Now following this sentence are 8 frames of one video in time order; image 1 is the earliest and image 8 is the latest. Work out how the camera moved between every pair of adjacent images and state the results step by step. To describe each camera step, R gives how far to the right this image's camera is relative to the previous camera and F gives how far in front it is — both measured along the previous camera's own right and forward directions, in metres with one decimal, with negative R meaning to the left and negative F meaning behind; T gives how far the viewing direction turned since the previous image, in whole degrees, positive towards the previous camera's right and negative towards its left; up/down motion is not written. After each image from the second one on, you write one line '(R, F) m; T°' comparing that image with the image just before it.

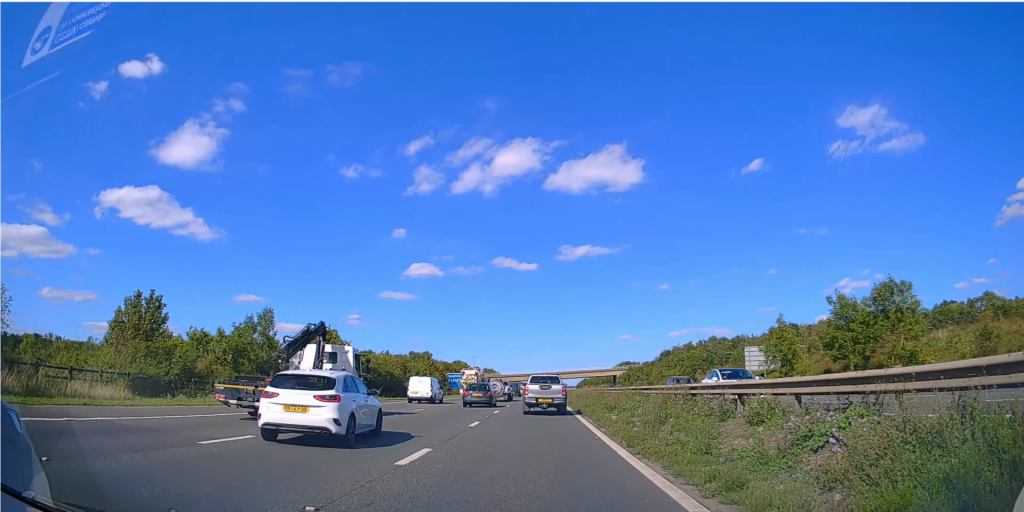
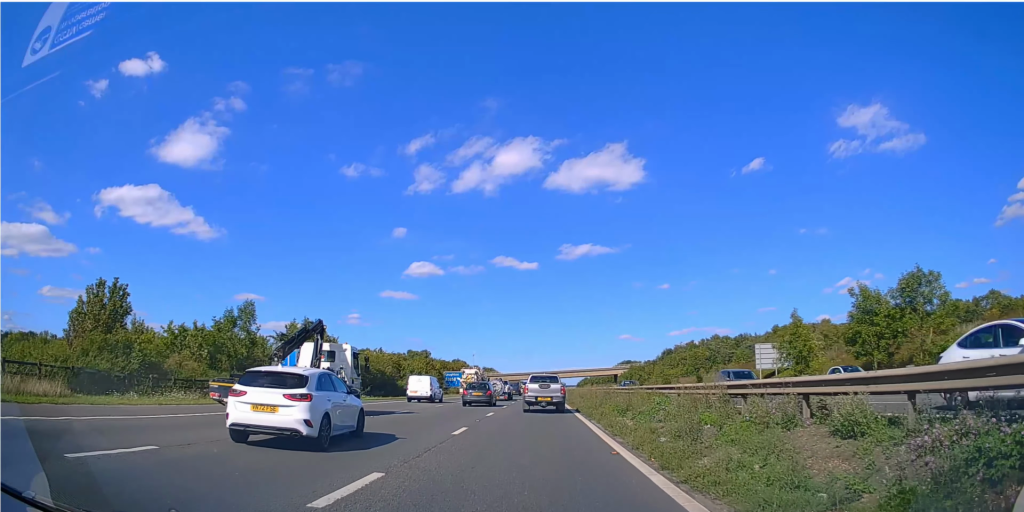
(0.0, +3.5) m; 0°
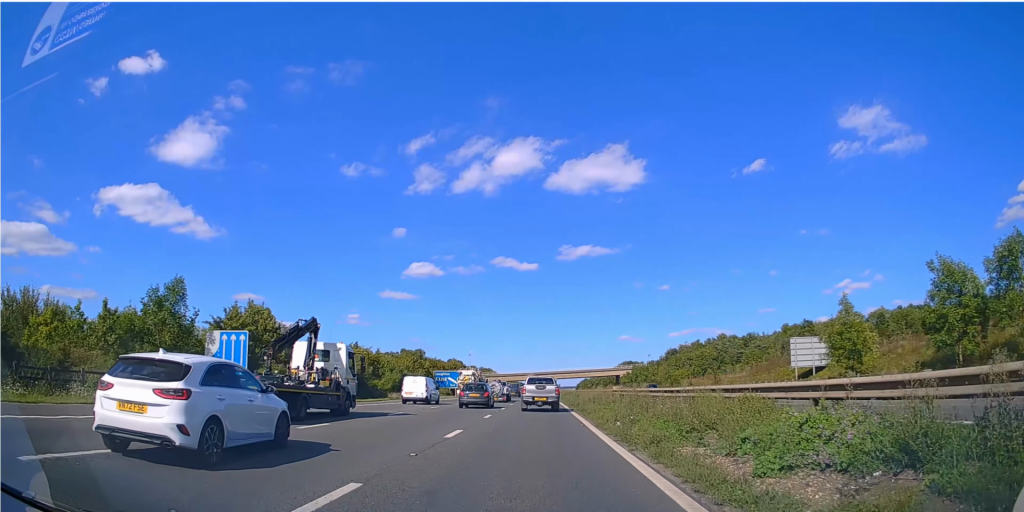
(0.0, +9.6) m; 0°
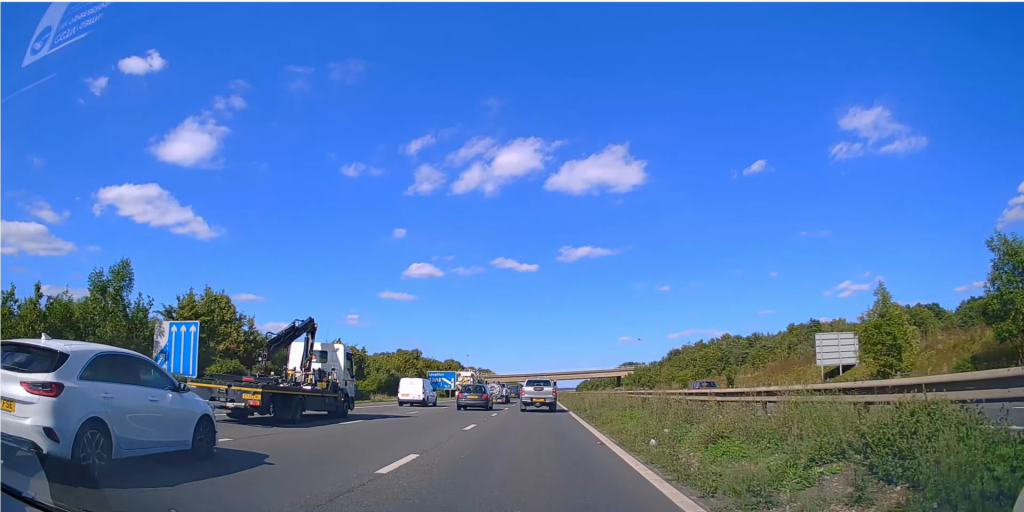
(0.0, +5.4) m; 0°
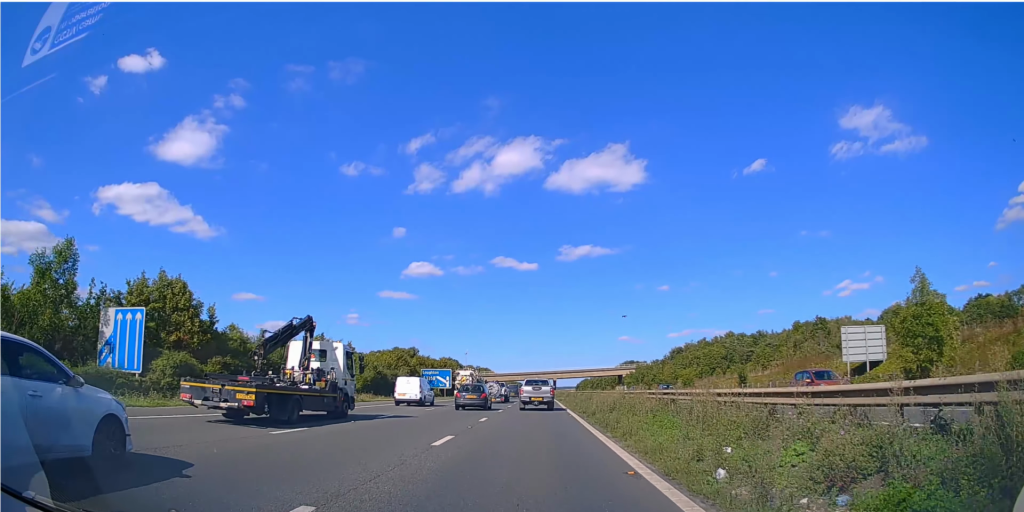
(0.0, +4.8) m; 0°
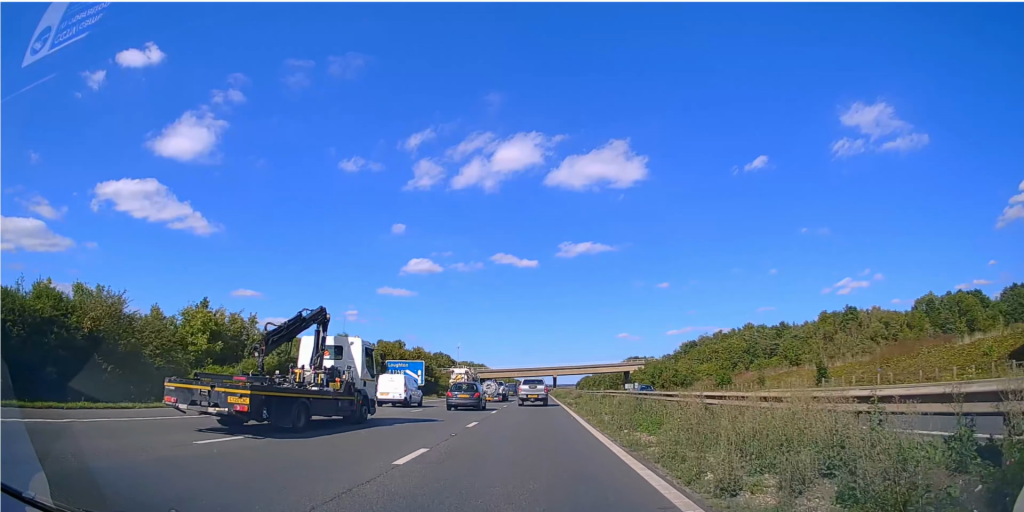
(-0.1, +21.0) m; 0°
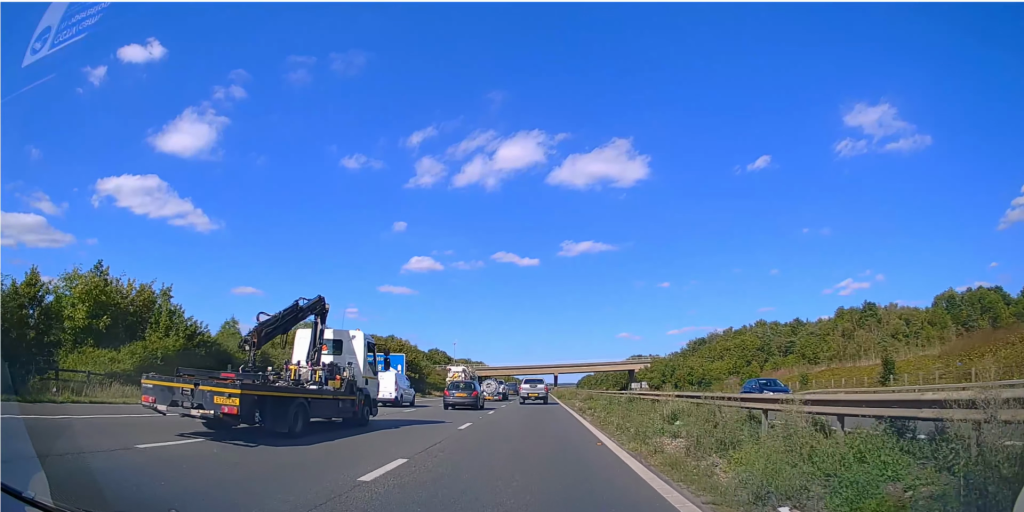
(0.0, +11.1) m; +1°
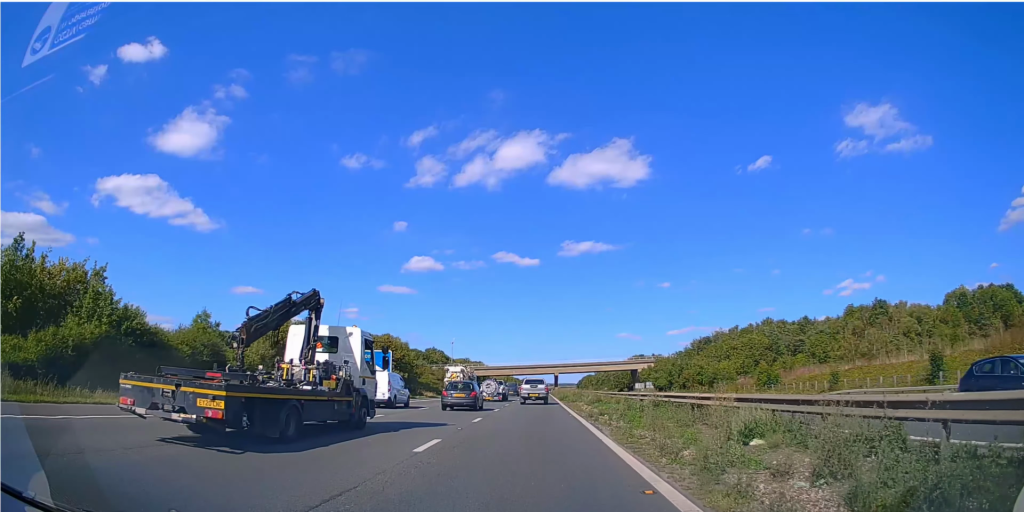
(+0.2, +6.0) m; 0°
